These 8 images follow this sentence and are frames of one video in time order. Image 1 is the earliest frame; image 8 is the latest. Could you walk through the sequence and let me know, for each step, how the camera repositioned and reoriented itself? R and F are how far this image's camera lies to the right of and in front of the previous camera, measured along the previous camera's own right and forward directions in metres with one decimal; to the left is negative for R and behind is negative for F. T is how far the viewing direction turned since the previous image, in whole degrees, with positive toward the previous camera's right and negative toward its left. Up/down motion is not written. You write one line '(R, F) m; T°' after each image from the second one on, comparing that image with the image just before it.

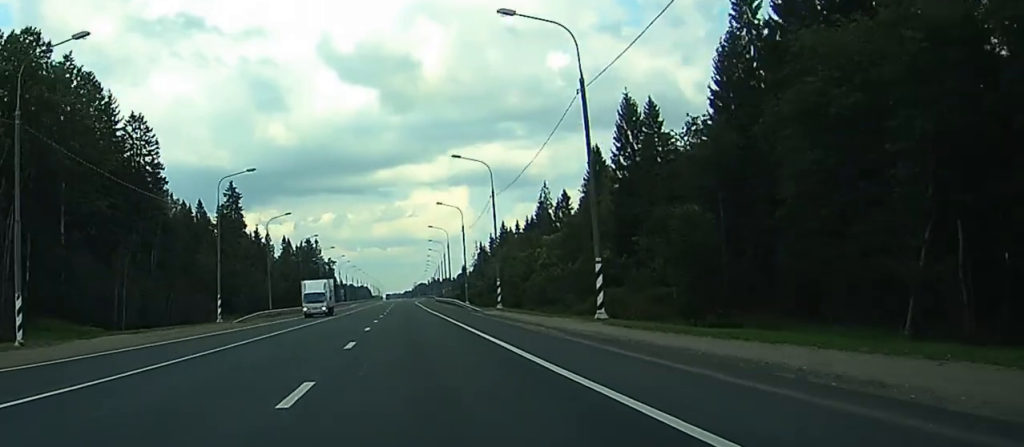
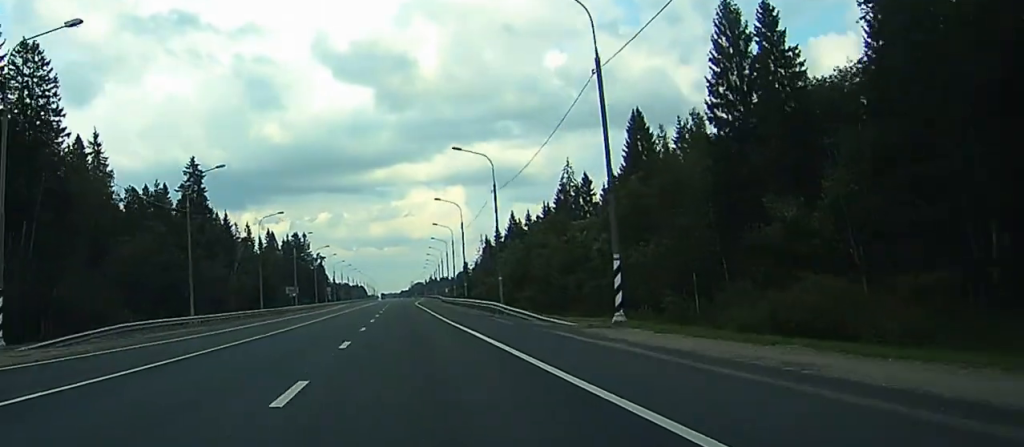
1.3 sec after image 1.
(+0.1, +35.7) m; 0°
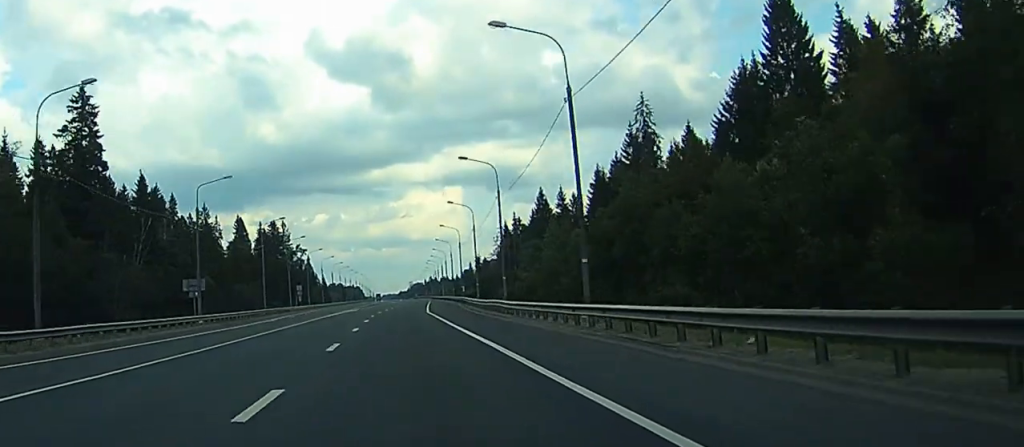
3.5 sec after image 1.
(+0.2, +60.9) m; 0°
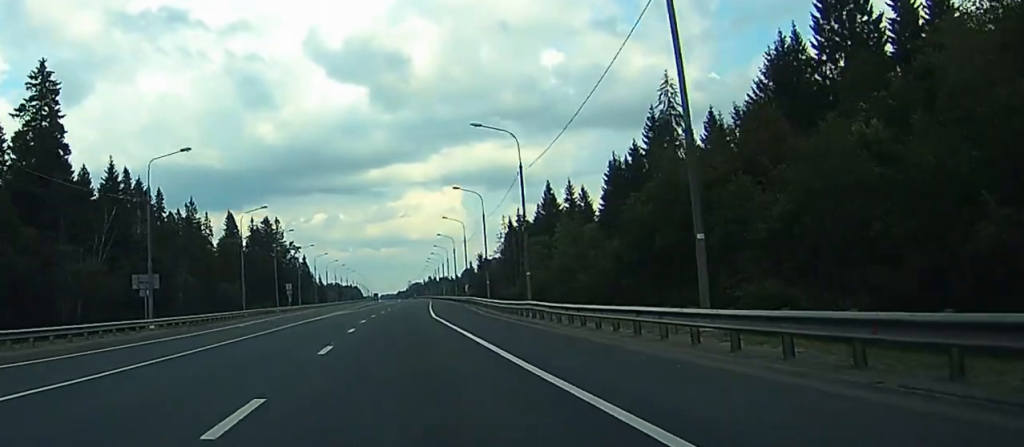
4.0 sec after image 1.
(0.0, +13.0) m; 0°
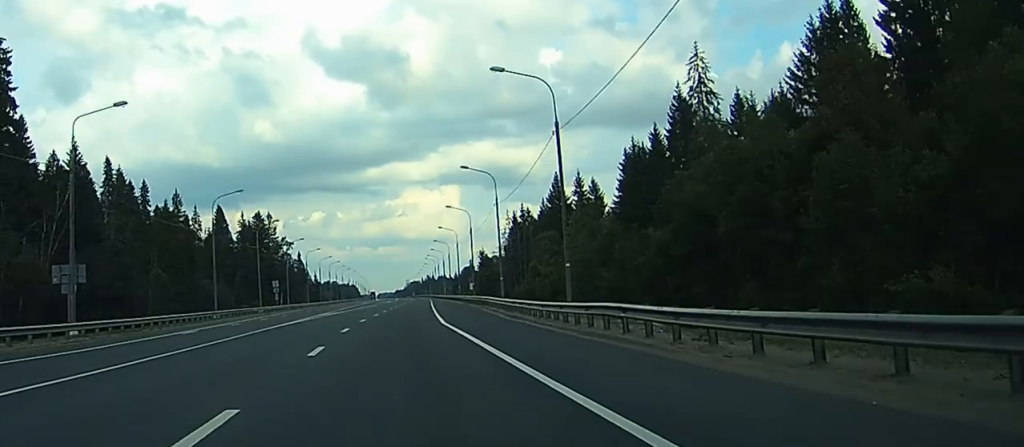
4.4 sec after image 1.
(0.0, +13.0) m; 0°
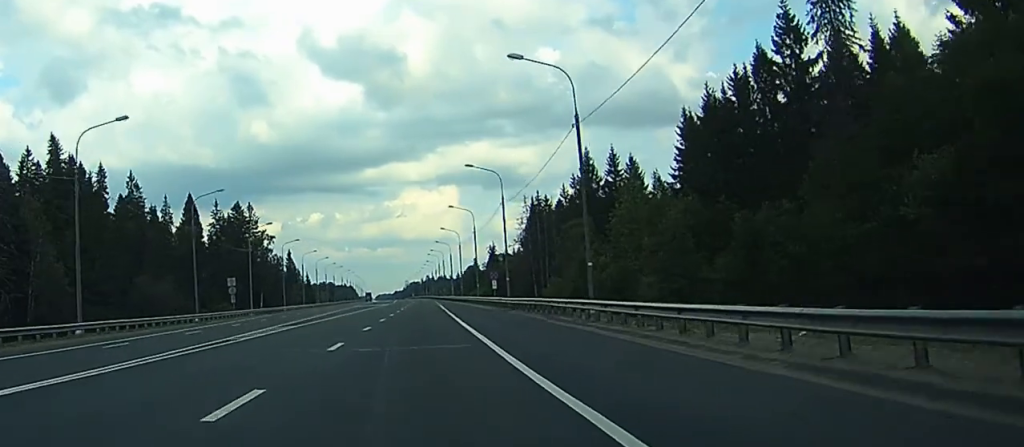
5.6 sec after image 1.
(0.0, +33.6) m; 0°
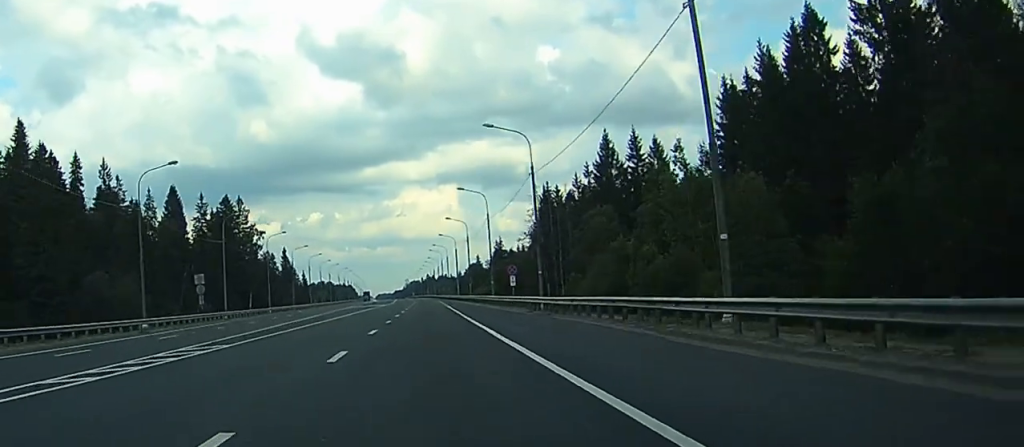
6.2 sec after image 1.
(0.0, +15.9) m; 0°
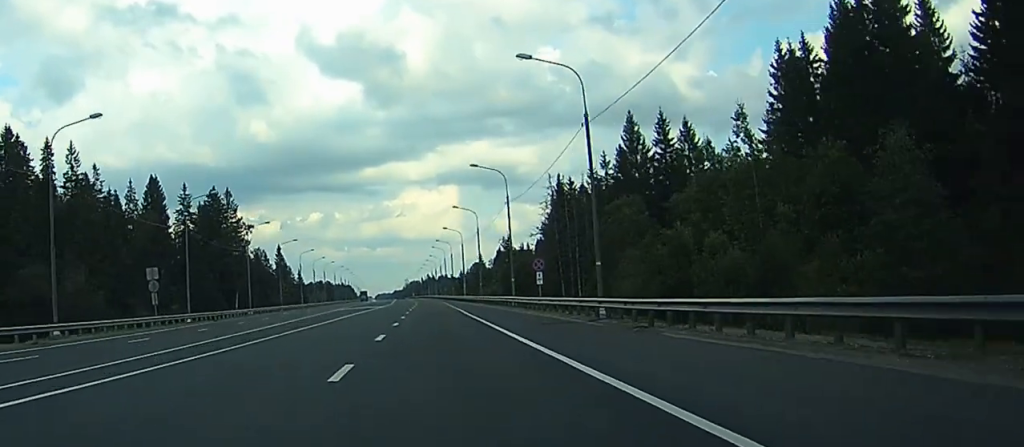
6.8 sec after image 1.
(0.0, +16.0) m; 0°
